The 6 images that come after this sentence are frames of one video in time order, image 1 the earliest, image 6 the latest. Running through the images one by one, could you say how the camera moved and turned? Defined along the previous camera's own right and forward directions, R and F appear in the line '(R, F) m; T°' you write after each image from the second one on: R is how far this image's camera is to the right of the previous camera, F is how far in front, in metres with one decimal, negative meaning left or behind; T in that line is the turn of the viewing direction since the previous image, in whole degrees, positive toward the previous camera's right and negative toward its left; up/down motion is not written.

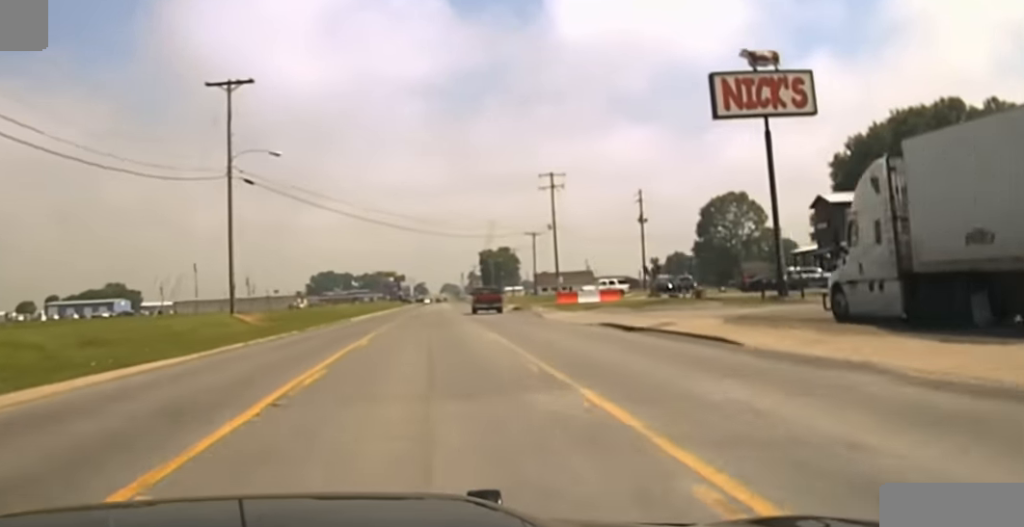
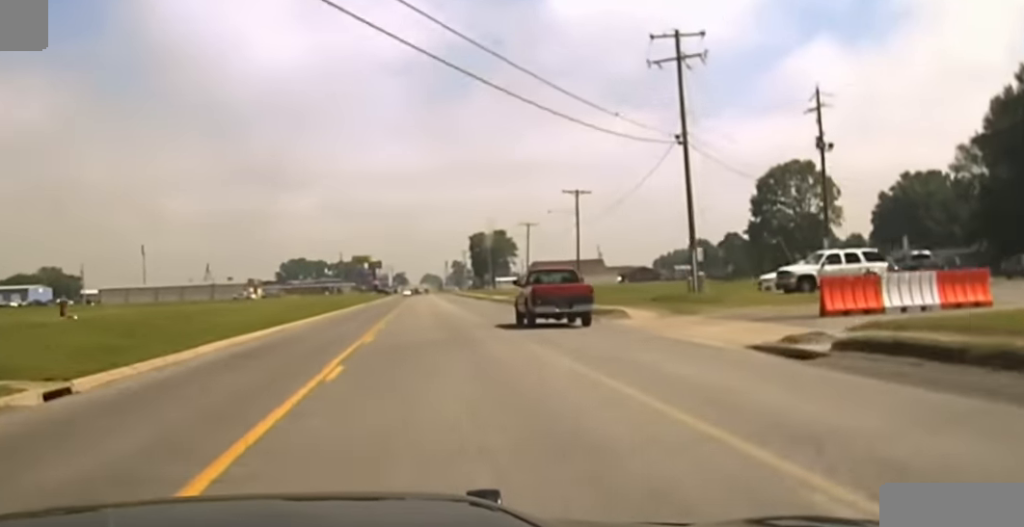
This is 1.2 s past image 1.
(-0.1, +58.1) m; 0°
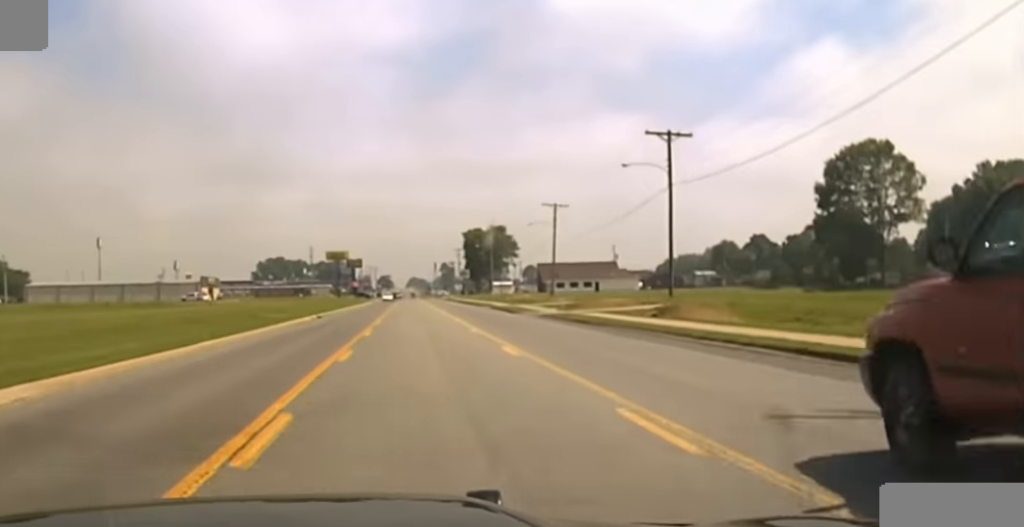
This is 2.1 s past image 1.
(0.0, +42.2) m; 0°
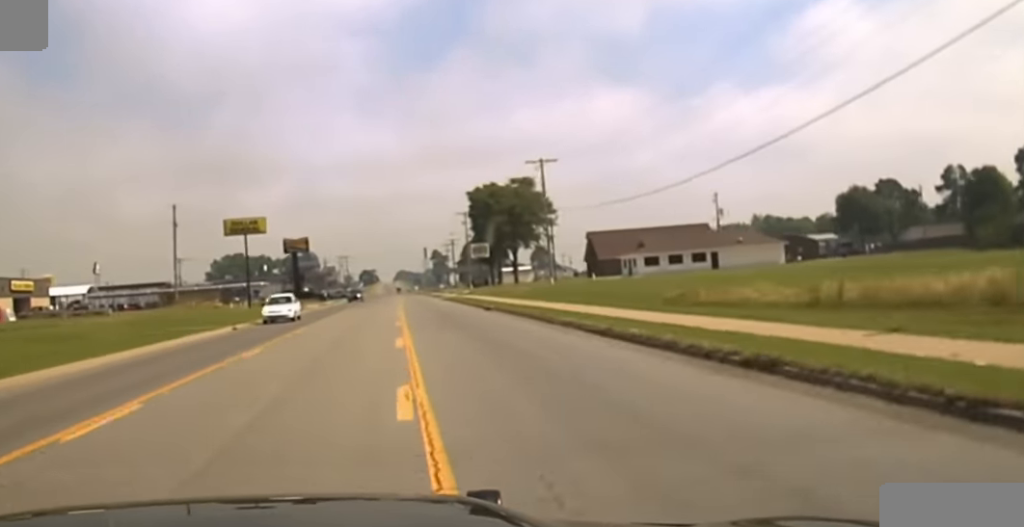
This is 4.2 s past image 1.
(+0.2, +101.1) m; 0°
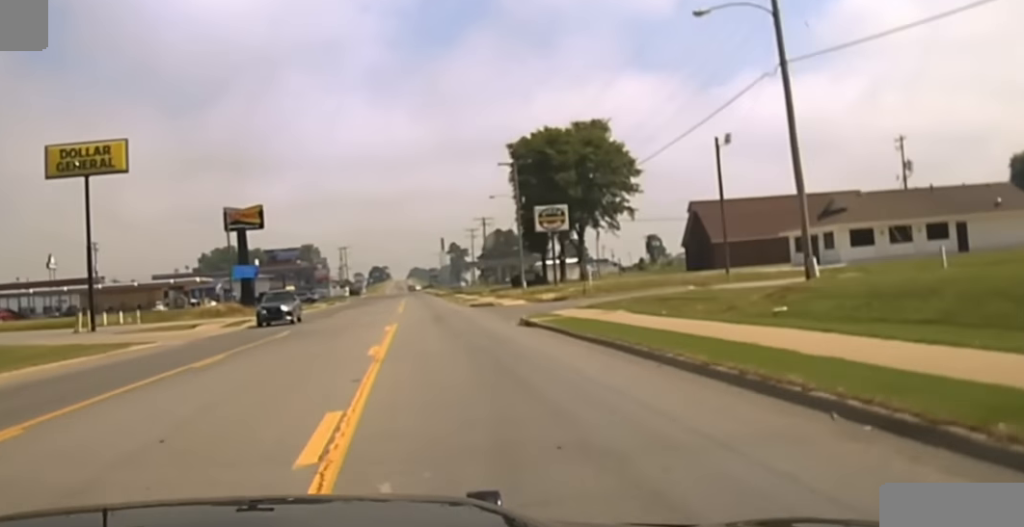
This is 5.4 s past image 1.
(+0.2, +64.5) m; 0°
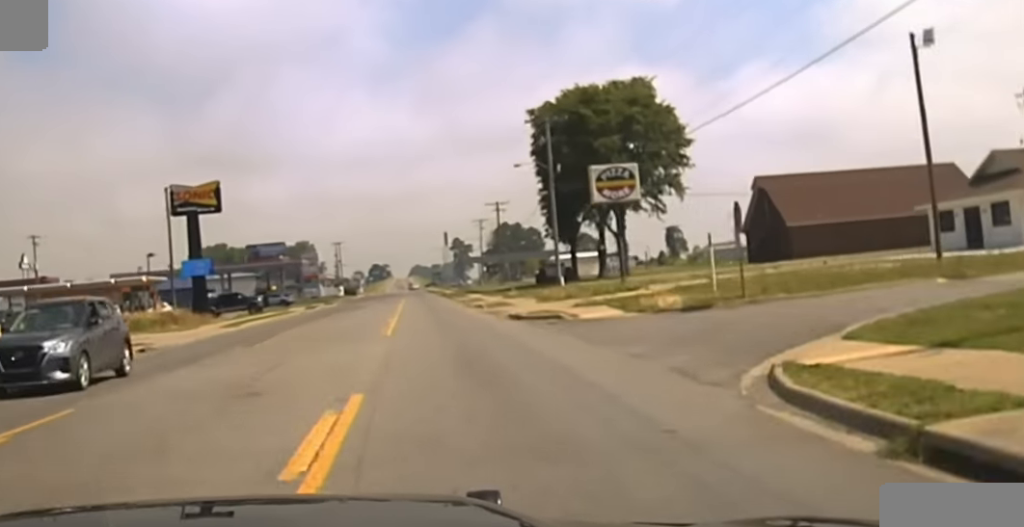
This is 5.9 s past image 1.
(0.0, +25.3) m; 0°
